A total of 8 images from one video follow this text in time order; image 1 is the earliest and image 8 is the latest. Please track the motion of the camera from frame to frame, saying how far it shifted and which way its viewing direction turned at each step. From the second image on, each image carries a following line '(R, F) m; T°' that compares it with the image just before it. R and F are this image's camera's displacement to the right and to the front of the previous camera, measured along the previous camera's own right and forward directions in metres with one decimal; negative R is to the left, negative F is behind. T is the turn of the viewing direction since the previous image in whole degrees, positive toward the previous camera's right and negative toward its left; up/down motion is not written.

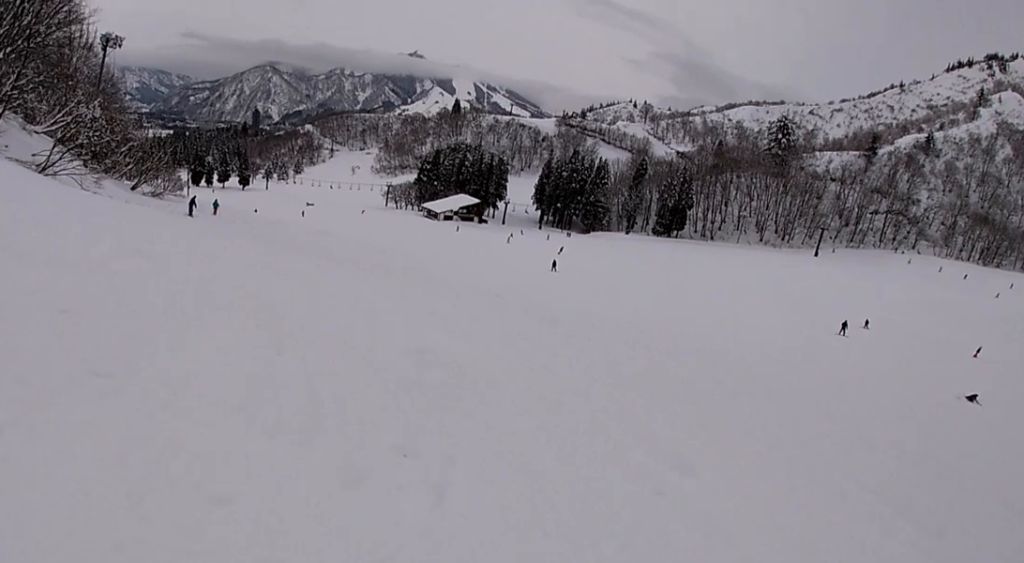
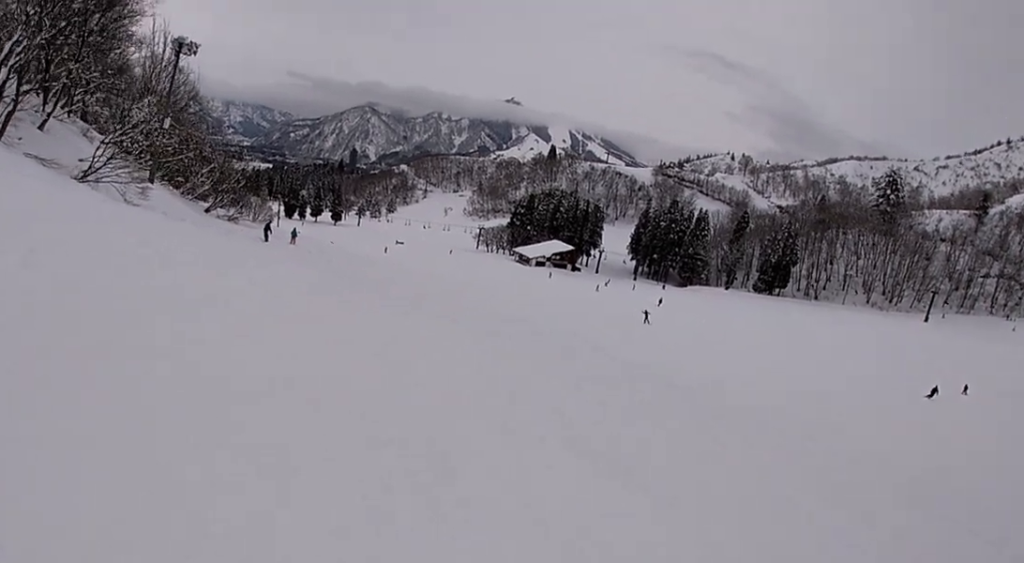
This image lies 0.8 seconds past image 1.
(+0.1, +5.2) m; -13°
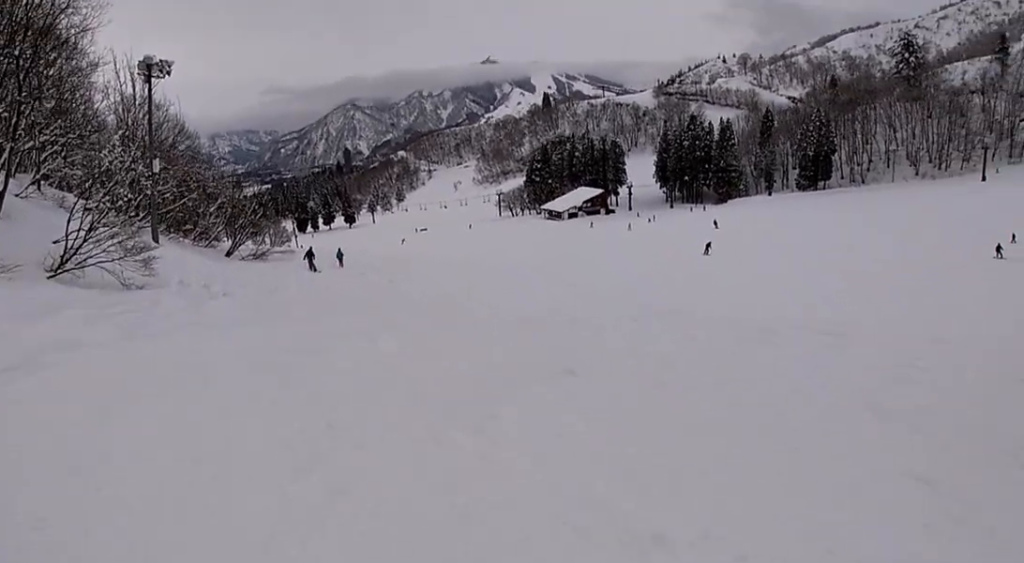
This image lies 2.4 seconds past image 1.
(-2.7, +8.9) m; -9°
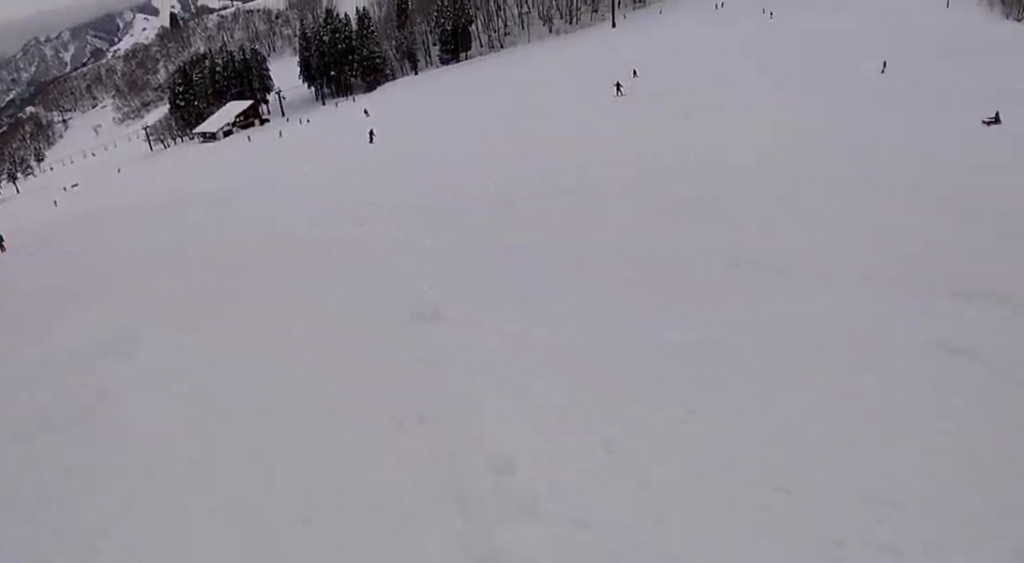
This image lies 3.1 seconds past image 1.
(-0.3, +3.9) m; +21°
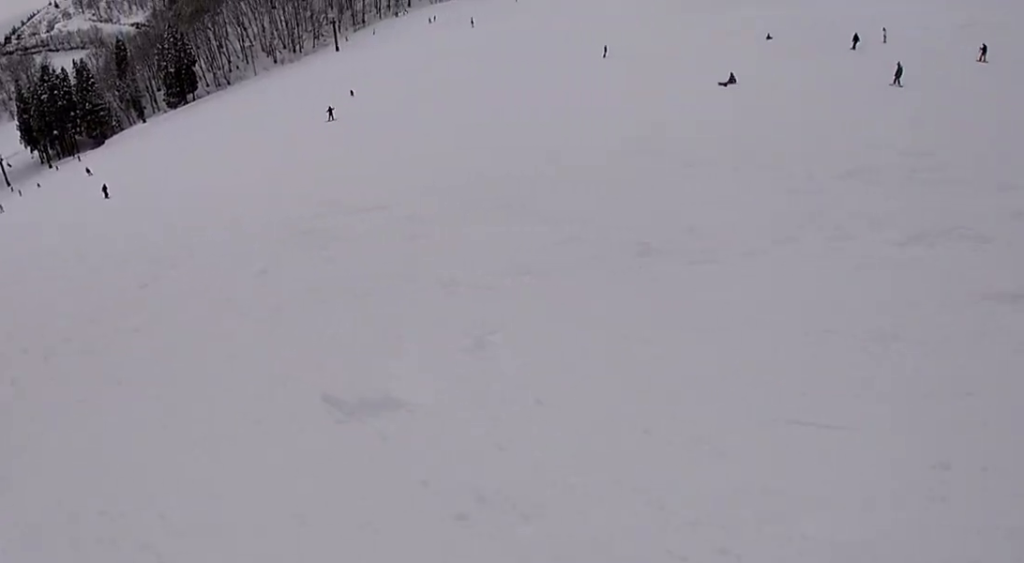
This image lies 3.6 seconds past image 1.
(+1.3, +2.9) m; +25°
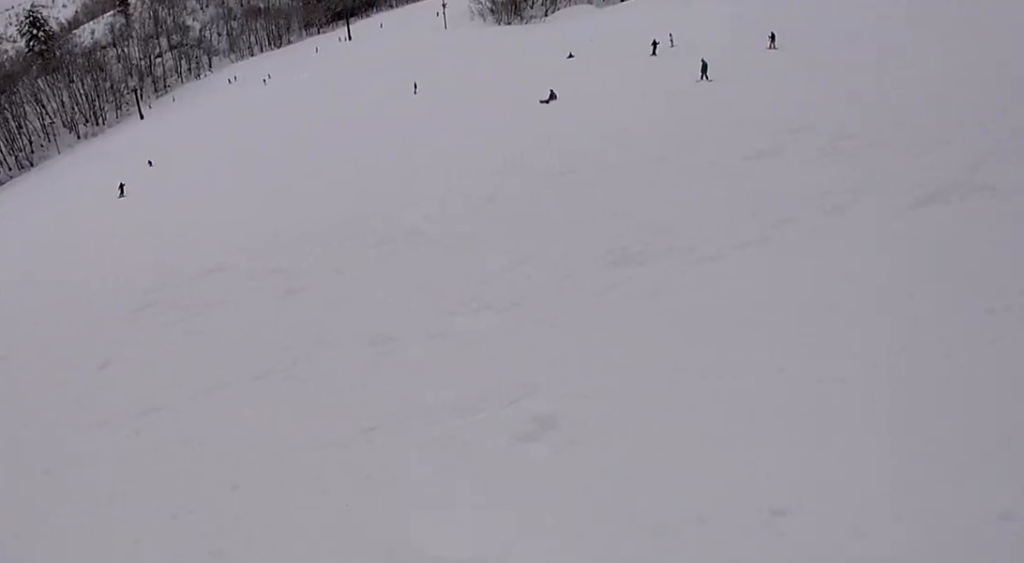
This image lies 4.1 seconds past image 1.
(+0.3, +2.5) m; +18°
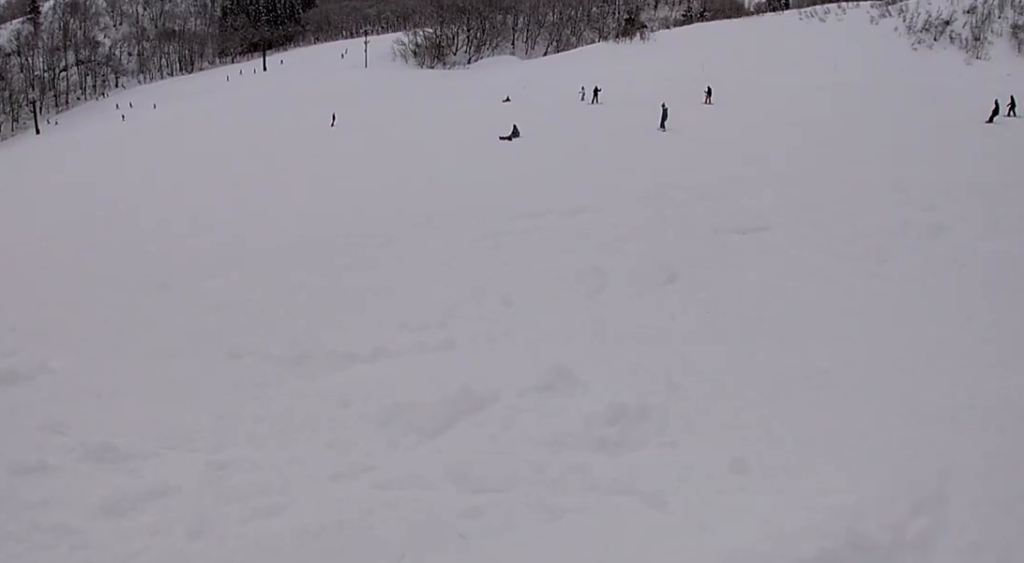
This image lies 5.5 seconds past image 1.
(+2.6, +8.4) m; +23°
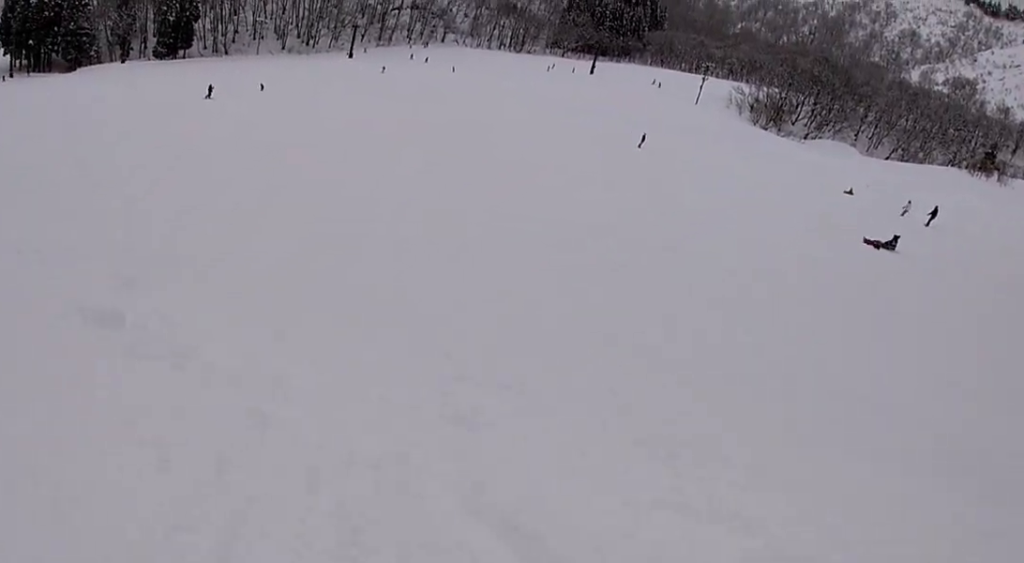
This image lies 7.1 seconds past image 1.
(+0.8, +9.5) m; -9°
